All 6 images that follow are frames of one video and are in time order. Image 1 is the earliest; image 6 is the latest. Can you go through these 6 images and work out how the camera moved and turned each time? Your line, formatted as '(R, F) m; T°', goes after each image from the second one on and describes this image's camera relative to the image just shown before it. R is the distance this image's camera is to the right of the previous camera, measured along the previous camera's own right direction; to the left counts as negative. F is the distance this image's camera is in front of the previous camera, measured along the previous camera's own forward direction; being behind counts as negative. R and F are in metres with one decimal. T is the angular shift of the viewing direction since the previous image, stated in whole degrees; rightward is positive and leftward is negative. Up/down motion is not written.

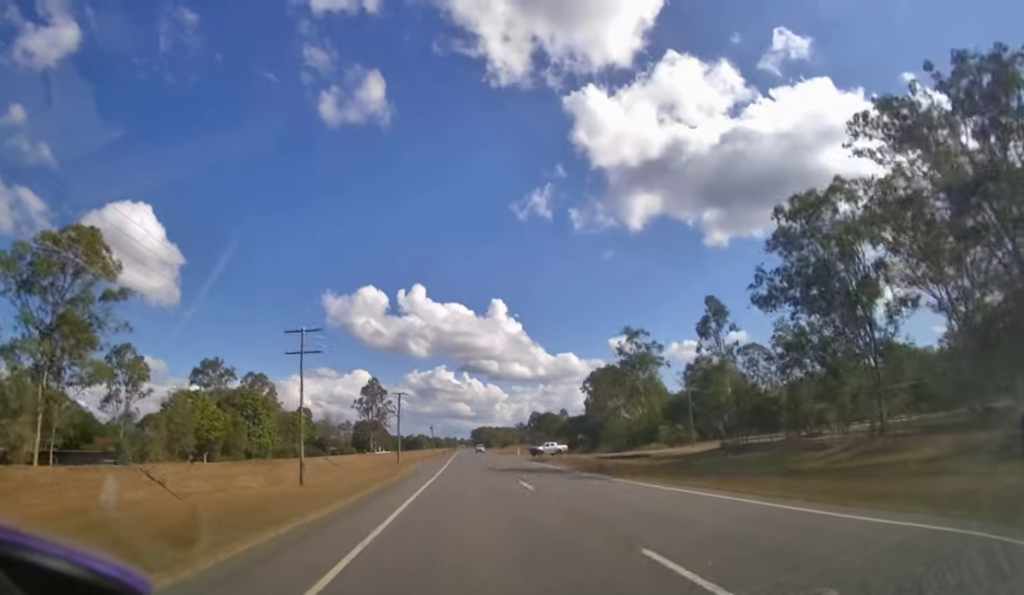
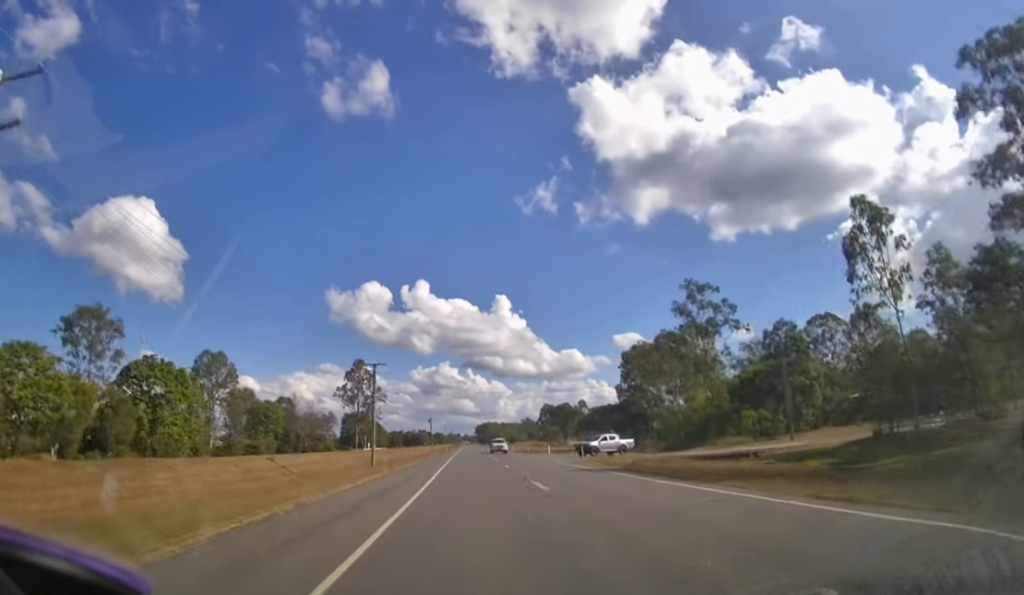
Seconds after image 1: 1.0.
(0.0, +25.3) m; 0°
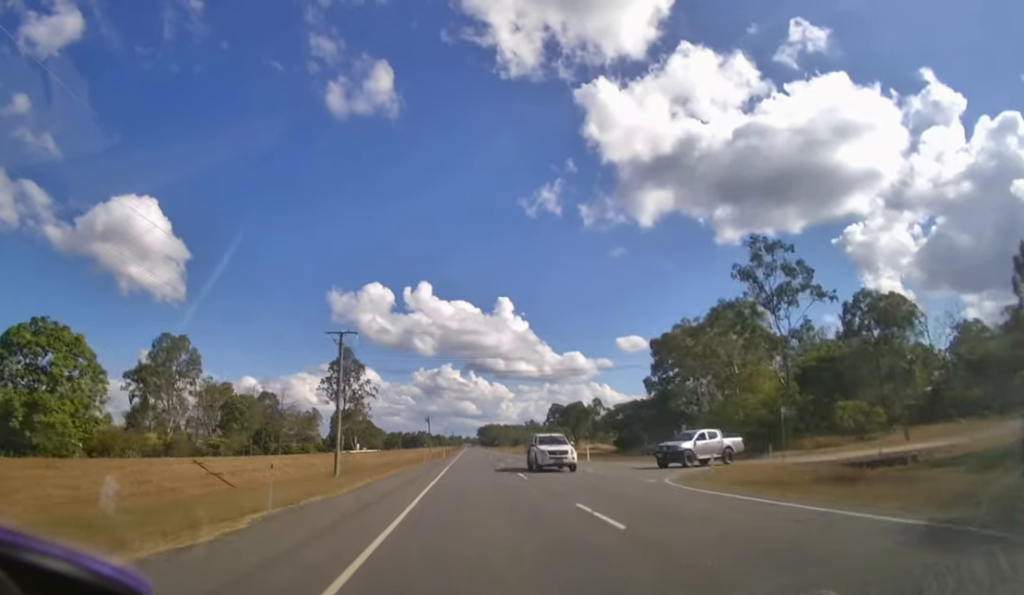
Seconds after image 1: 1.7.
(0.0, +18.0) m; 0°
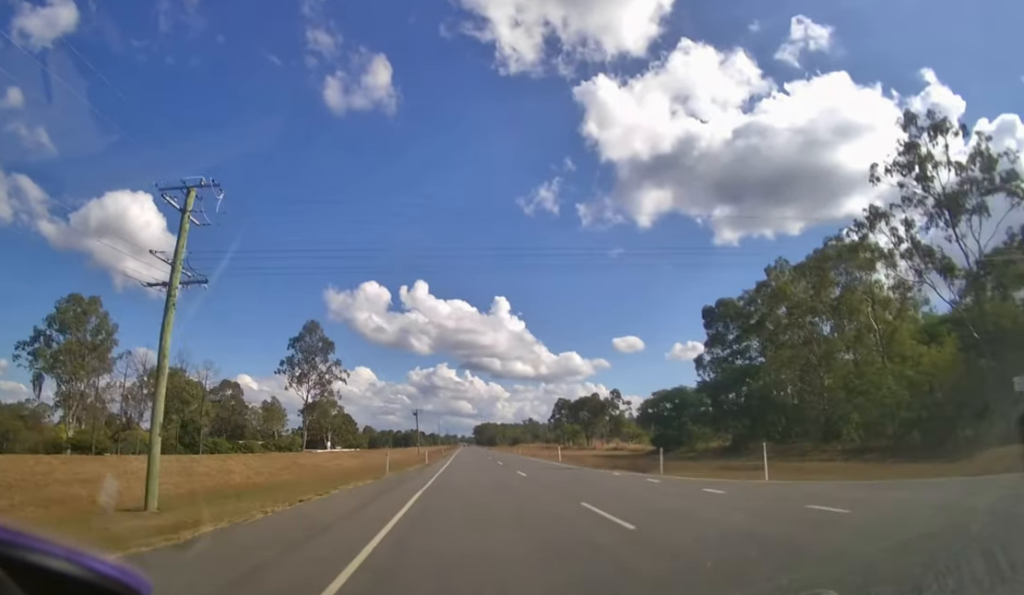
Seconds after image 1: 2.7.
(0.0, +25.8) m; 0°
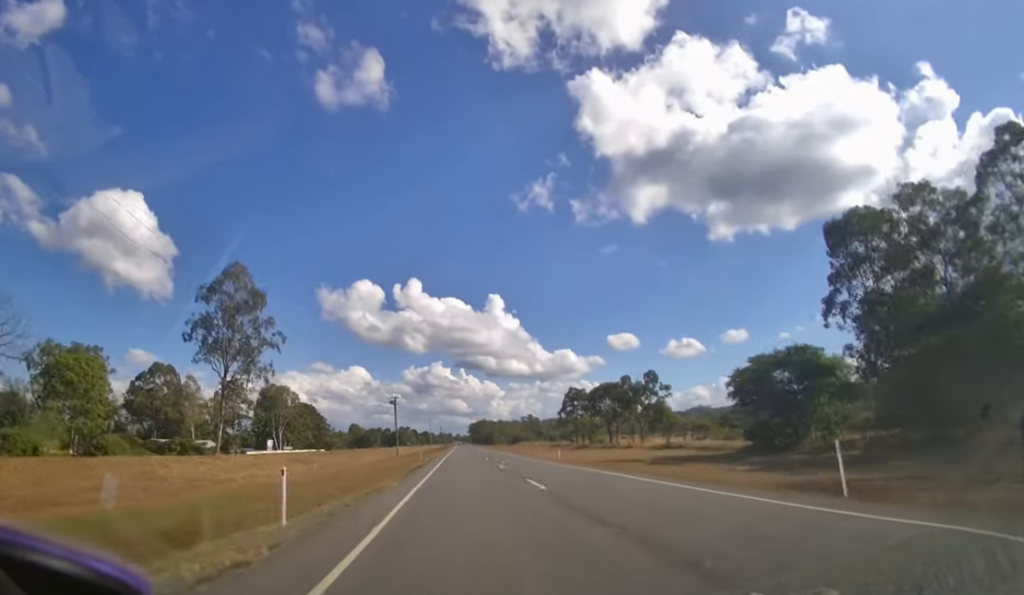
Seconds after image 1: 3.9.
(+0.1, +35.9) m; 0°
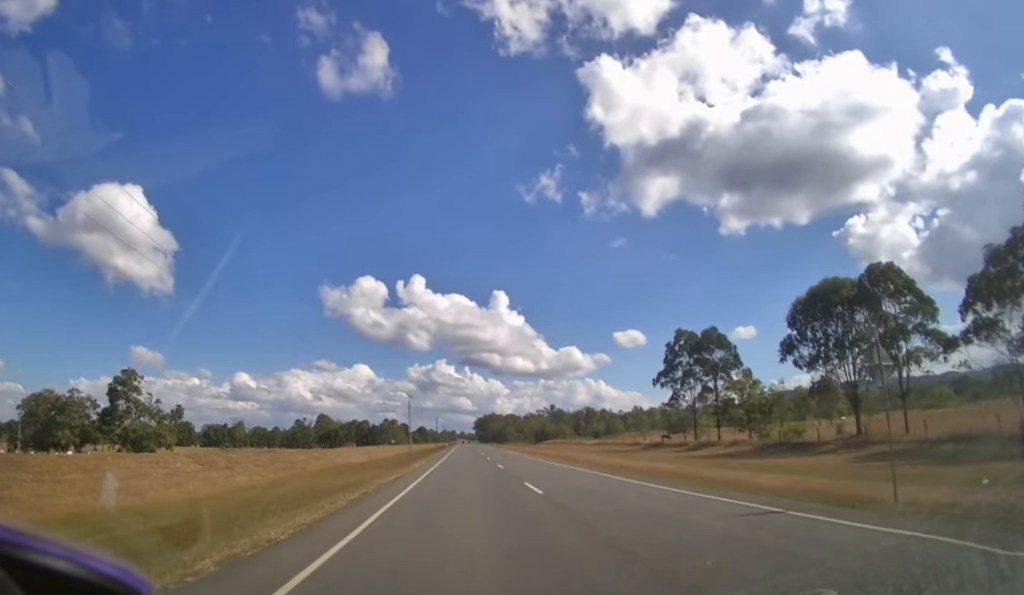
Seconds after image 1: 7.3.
(-0.1, +88.2) m; 0°
